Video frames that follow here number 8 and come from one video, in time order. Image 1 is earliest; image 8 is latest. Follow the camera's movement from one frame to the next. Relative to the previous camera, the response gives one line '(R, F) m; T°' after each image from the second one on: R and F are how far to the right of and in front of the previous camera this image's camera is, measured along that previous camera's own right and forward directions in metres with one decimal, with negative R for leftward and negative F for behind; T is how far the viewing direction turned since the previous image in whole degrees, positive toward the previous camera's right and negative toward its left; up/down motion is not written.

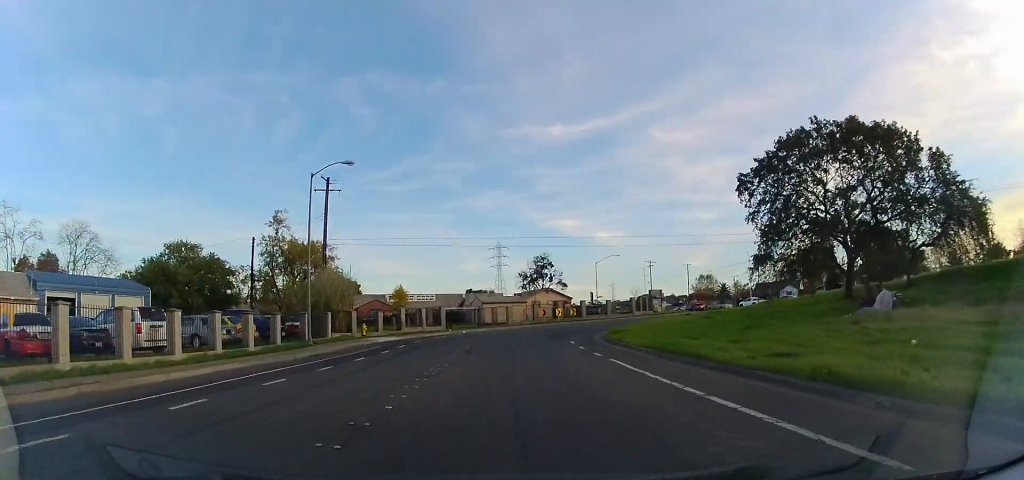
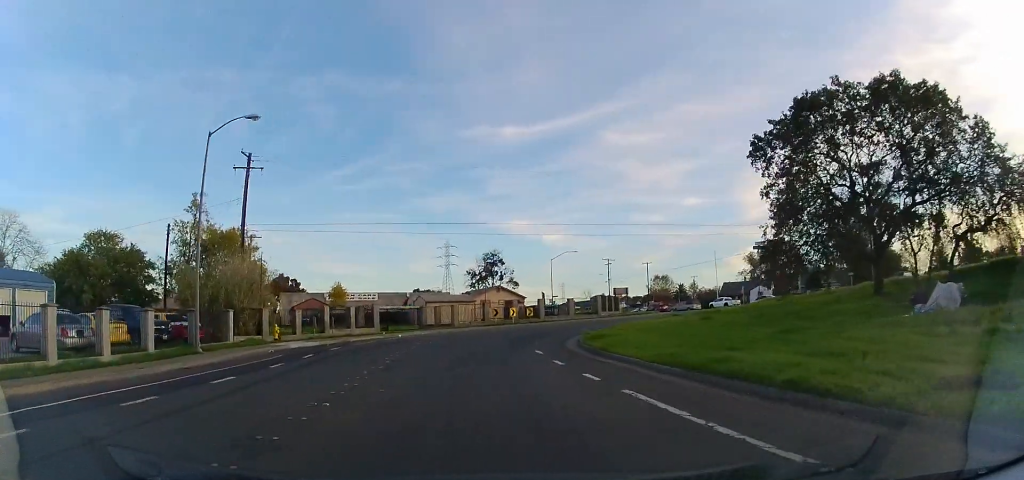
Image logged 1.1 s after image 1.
(+0.1, +7.2) m; +4°
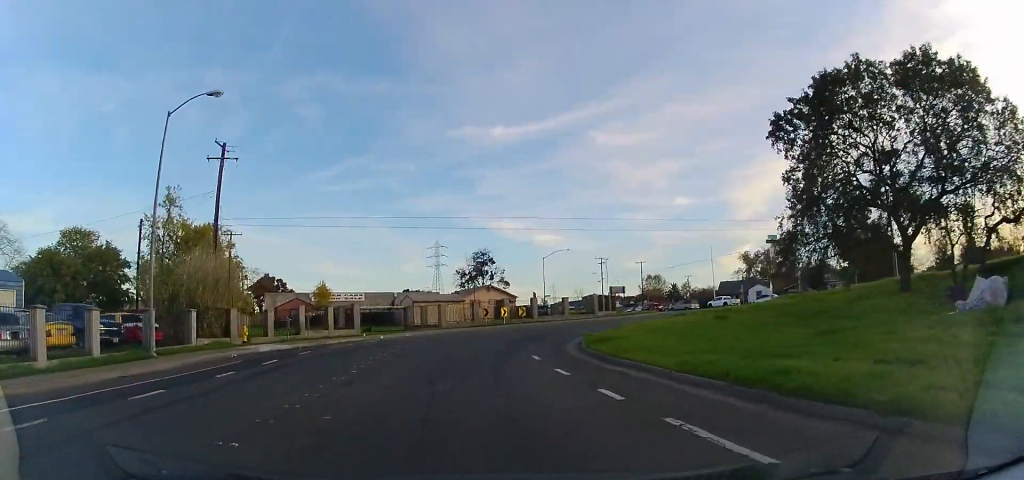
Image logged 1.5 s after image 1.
(0.0, +2.9) m; +3°
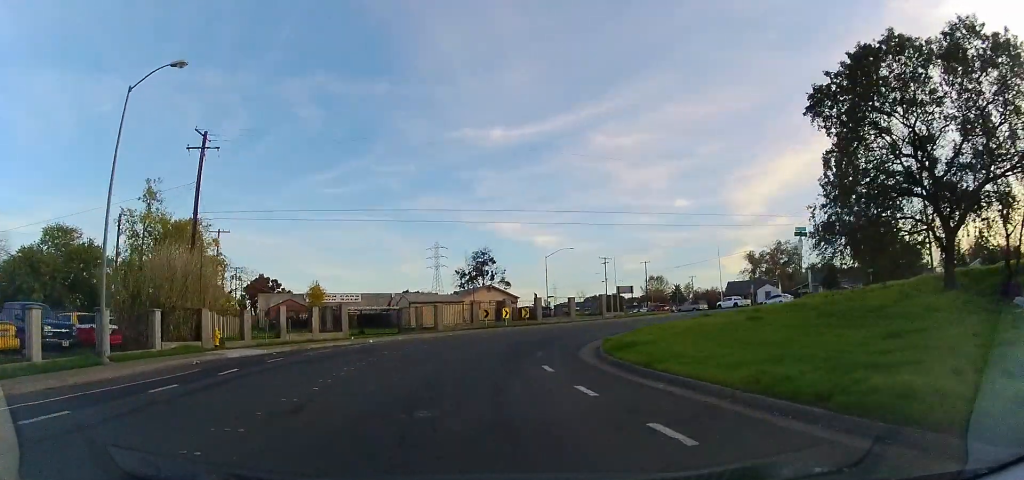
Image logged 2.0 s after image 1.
(+0.1, +3.0) m; +1°
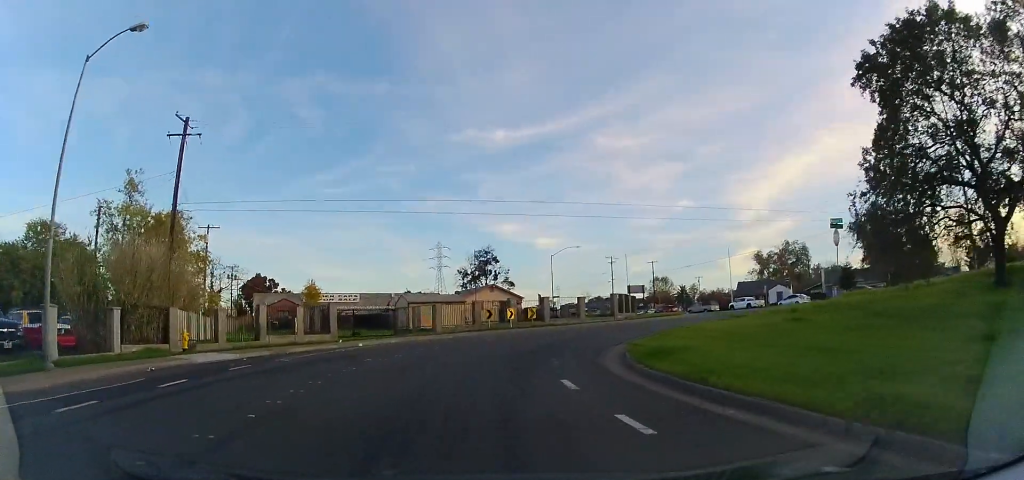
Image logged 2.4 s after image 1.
(+0.1, +3.0) m; 0°
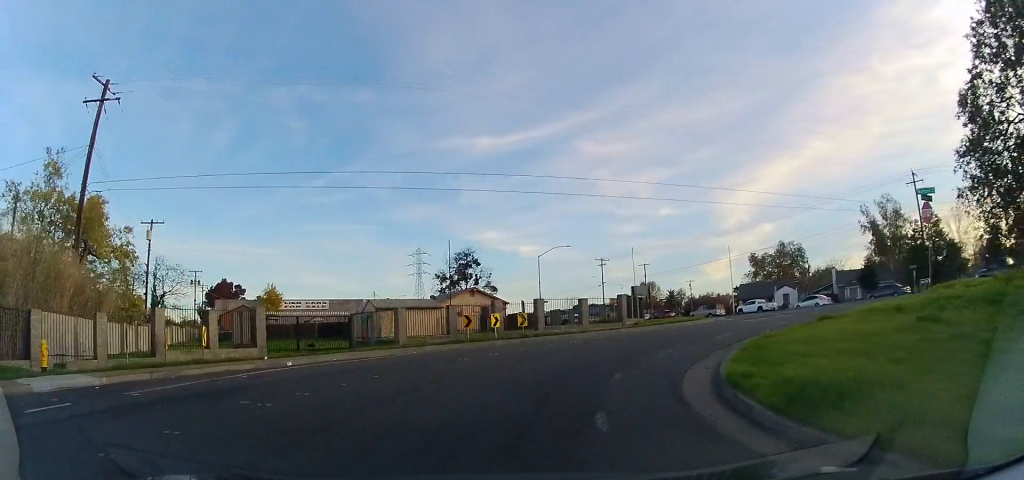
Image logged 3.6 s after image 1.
(-0.2, +7.2) m; 0°
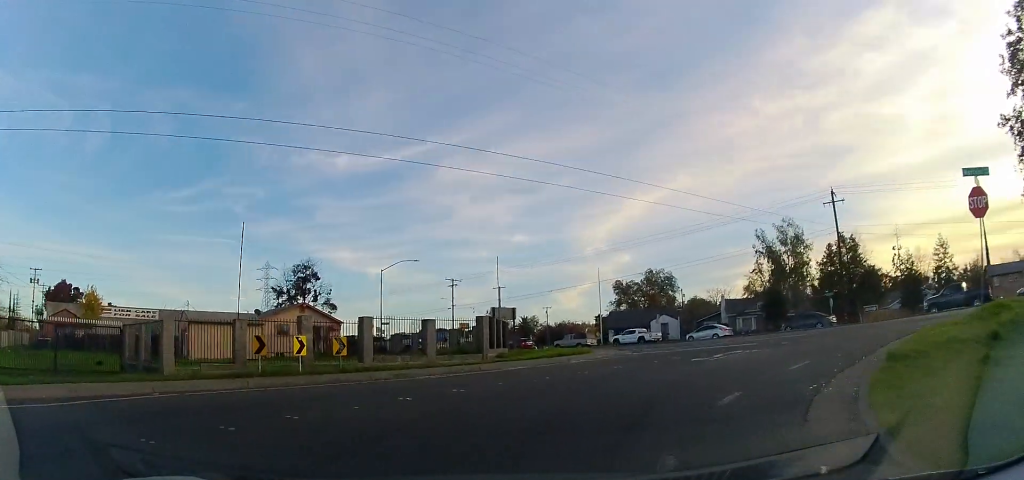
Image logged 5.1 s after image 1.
(+0.9, +8.4) m; +13°
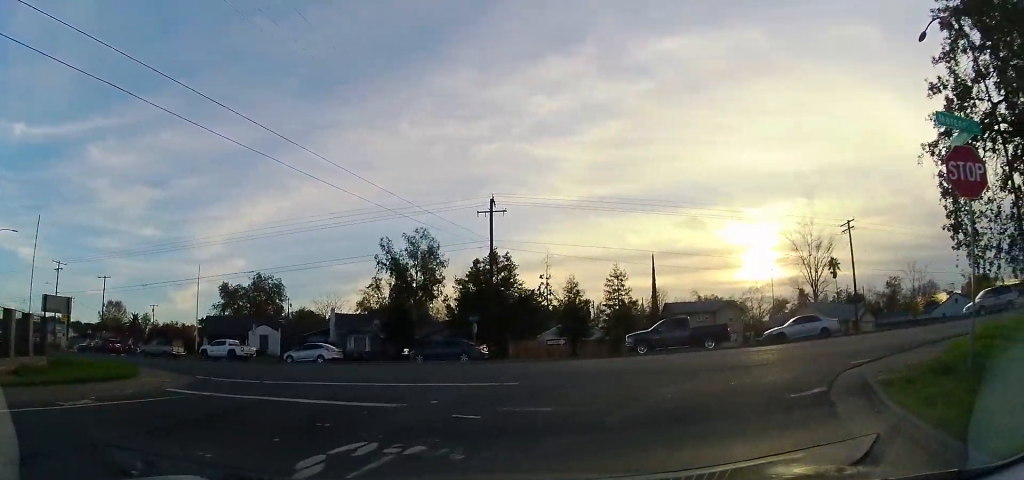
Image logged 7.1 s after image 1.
(+2.7, +9.7) m; +36°
